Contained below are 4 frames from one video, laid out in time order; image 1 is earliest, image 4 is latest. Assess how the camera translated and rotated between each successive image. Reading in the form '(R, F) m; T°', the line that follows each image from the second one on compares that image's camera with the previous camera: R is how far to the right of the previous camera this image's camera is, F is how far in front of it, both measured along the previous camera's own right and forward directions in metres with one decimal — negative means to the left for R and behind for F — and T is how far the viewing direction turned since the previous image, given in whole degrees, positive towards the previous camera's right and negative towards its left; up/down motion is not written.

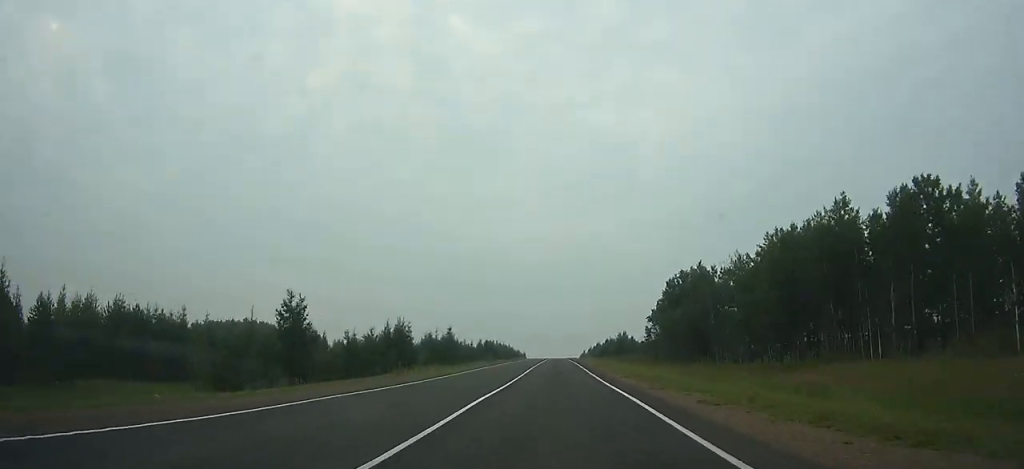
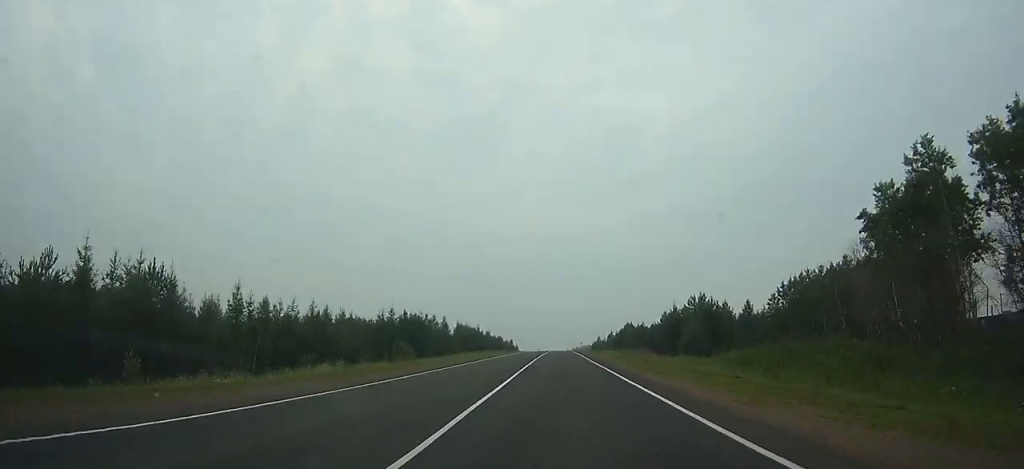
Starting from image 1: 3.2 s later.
(+0.1, +107.3) m; 0°
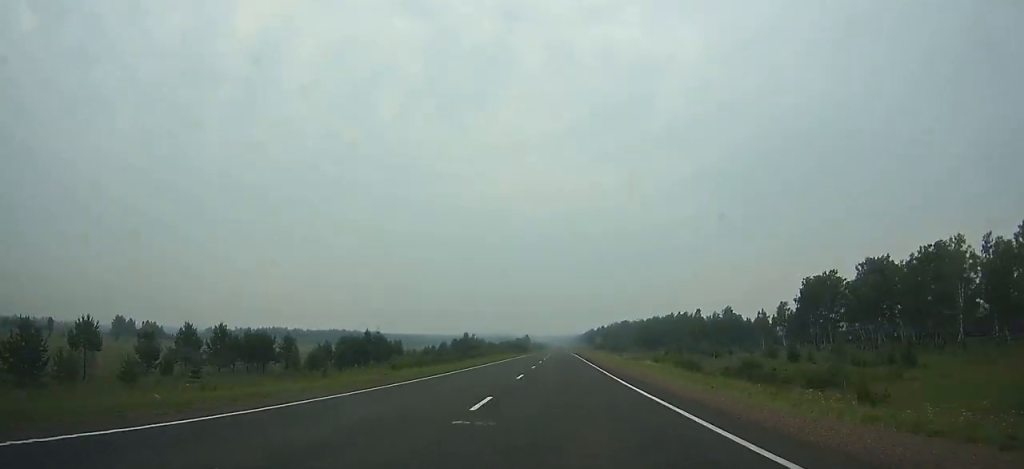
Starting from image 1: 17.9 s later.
(-1.4, +474.3) m; 0°
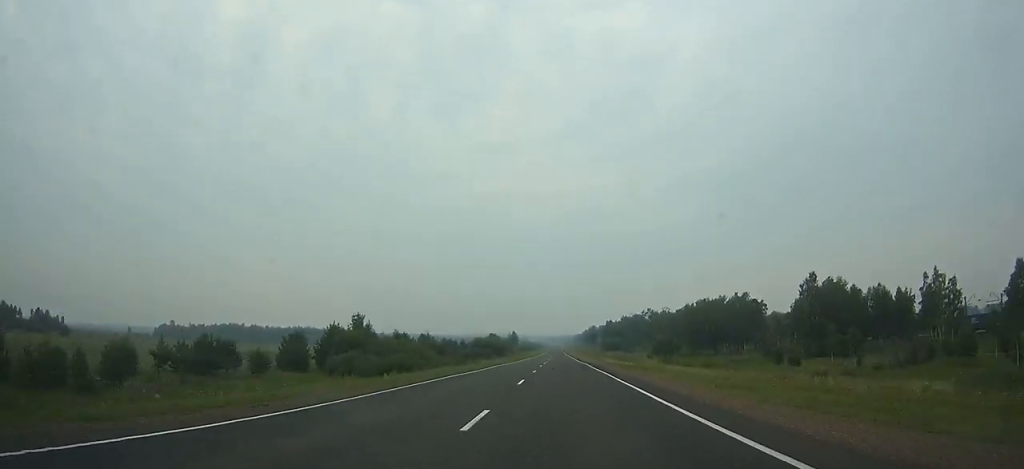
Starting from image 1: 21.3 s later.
(+0.4, +107.9) m; 0°
